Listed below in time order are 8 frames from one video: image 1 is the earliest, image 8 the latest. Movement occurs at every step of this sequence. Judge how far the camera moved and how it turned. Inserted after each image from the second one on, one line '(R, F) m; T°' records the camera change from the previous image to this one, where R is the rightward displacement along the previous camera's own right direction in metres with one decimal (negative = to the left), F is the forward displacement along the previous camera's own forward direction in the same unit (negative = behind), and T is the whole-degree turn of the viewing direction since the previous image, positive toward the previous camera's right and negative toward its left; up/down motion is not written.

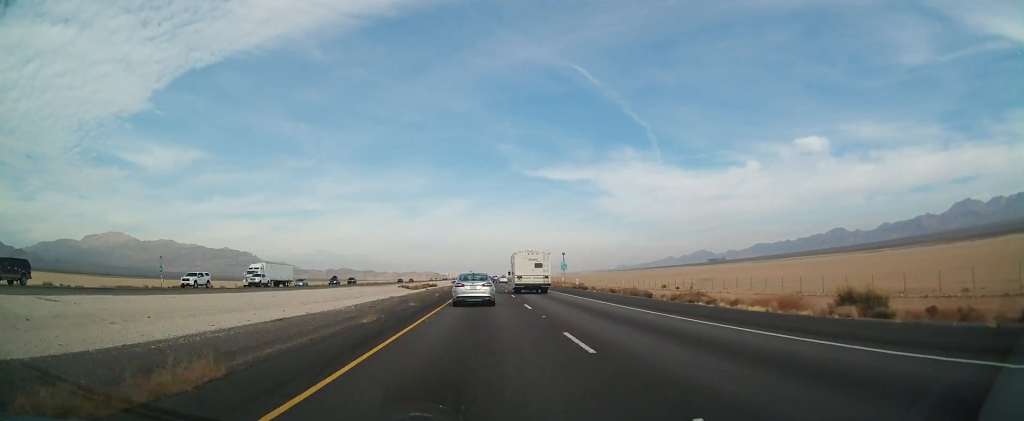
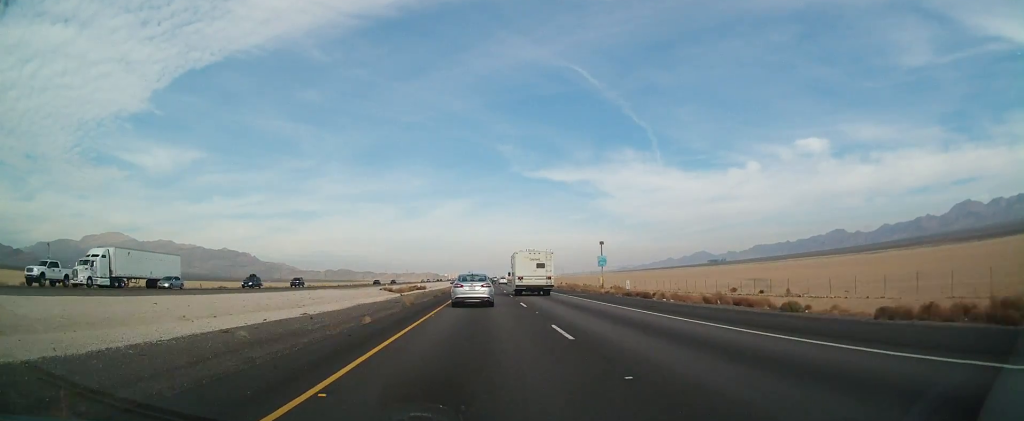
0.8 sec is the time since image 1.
(0.0, +26.7) m; 0°
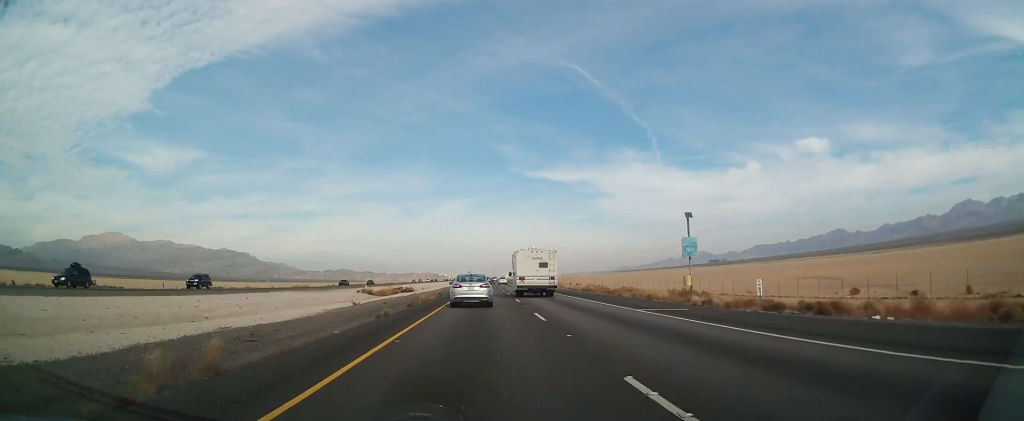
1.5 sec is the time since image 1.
(-0.1, +23.4) m; +1°
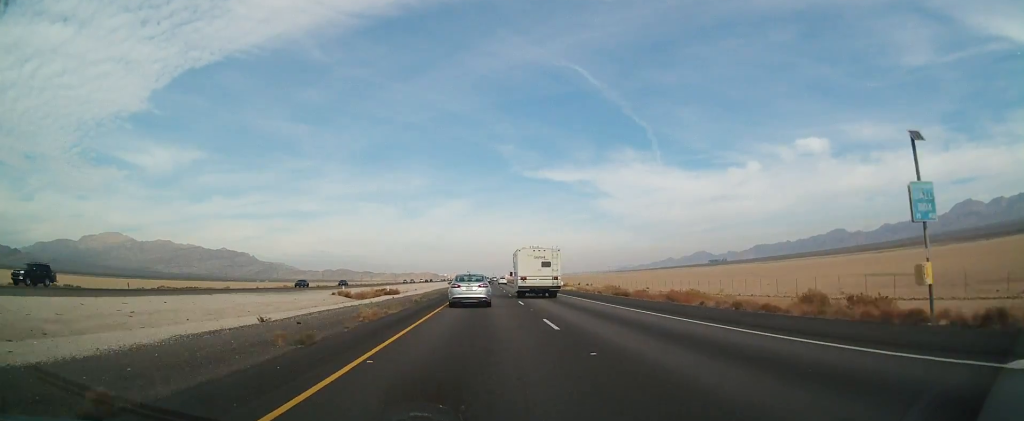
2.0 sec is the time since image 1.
(+0.3, +17.9) m; 0°
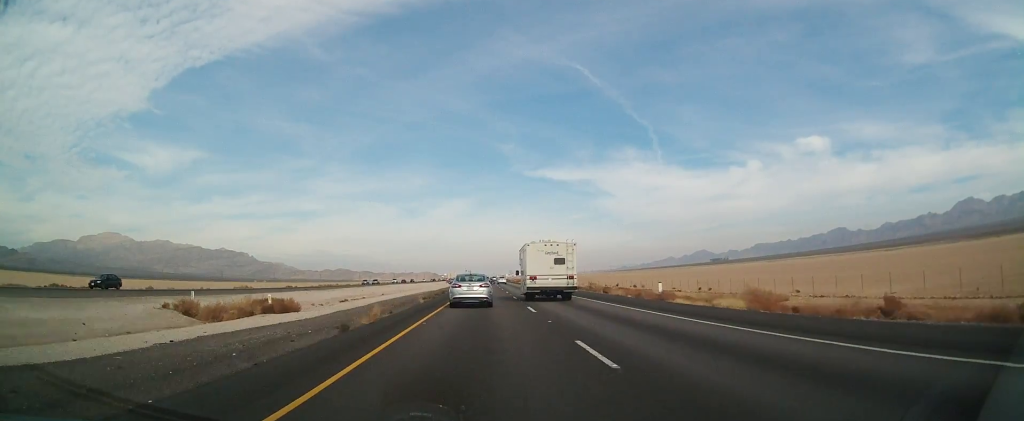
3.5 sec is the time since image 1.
(-0.3, +50.3) m; -1°
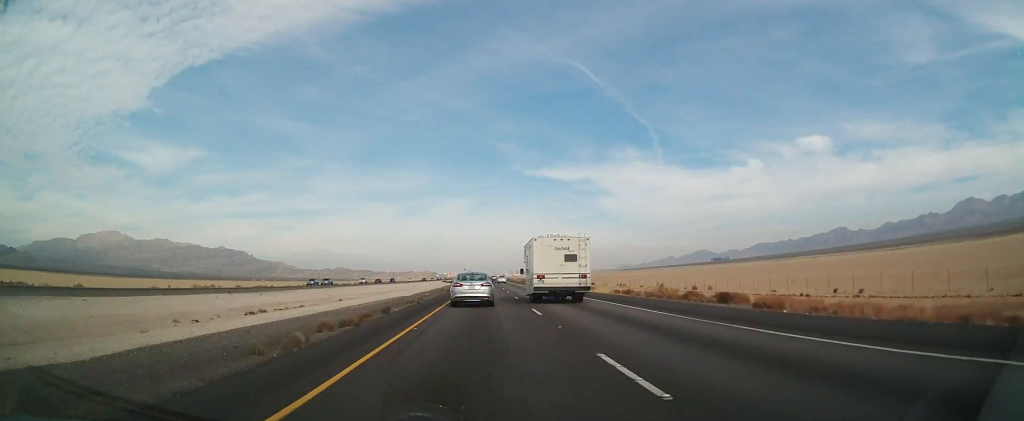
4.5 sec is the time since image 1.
(-0.1, +31.4) m; 0°
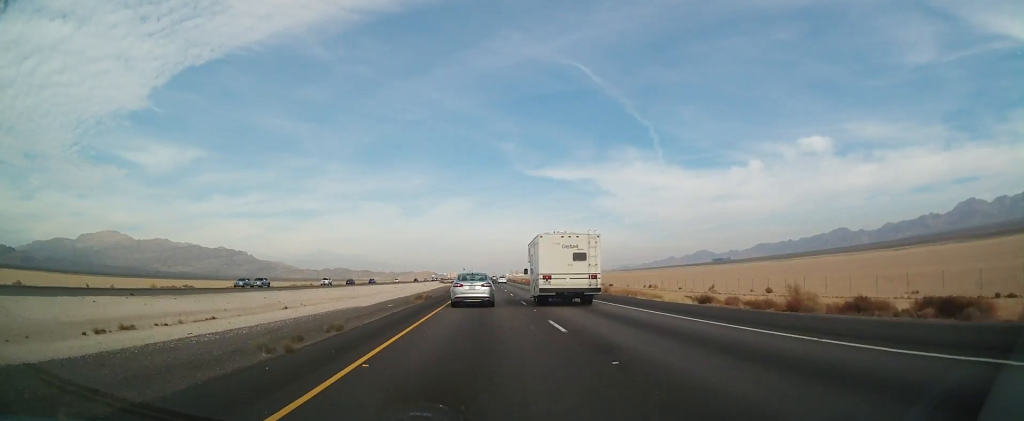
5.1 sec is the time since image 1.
(+0.3, +21.4) m; 0°
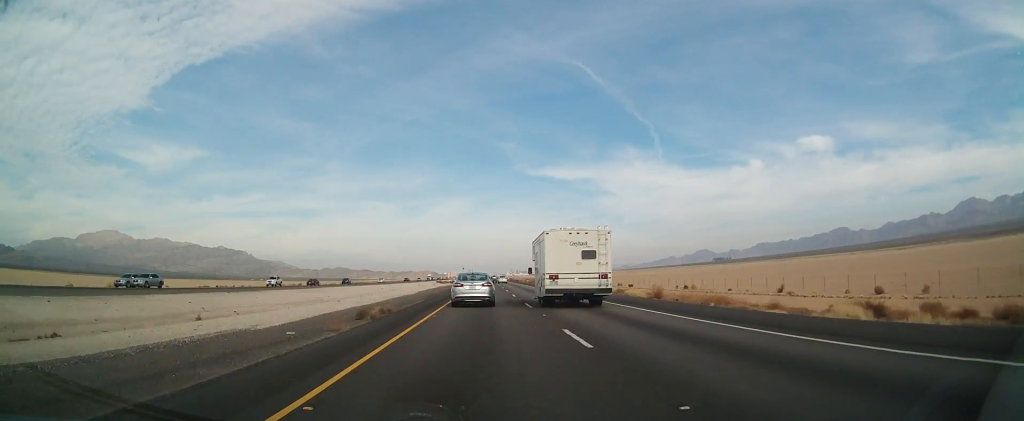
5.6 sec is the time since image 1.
(0.0, +18.0) m; 0°
